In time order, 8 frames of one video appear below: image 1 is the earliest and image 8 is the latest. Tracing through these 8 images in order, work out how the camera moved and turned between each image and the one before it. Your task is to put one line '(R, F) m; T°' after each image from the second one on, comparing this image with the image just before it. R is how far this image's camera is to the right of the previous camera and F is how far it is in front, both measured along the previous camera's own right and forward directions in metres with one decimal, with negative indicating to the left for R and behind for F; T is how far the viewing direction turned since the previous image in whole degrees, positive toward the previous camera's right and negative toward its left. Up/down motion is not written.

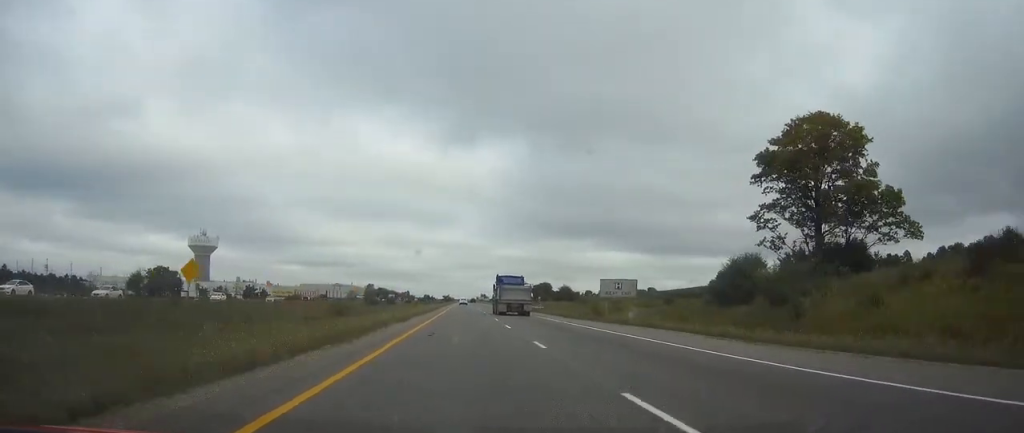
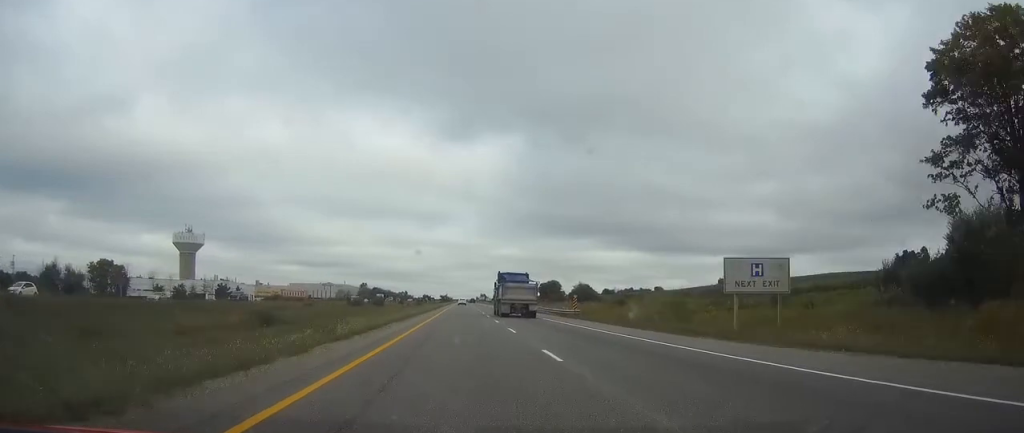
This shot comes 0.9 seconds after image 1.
(0.0, +27.7) m; 0°
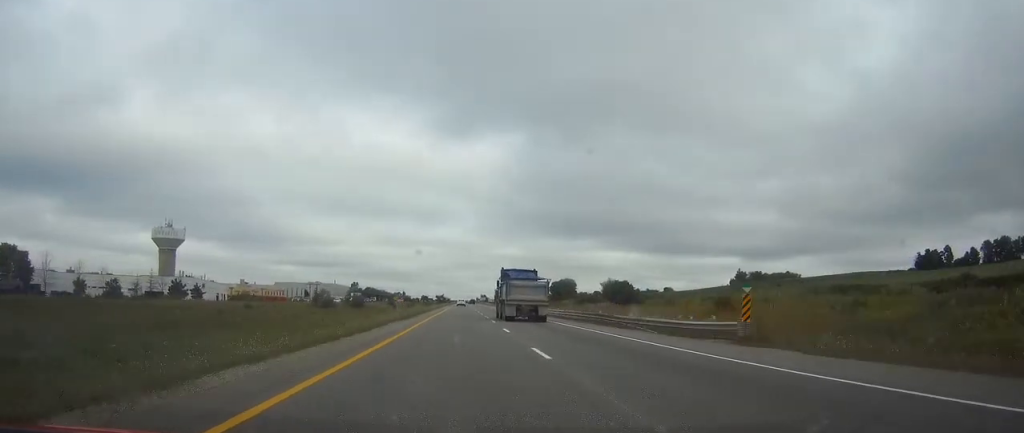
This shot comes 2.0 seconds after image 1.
(+0.1, +35.0) m; 0°
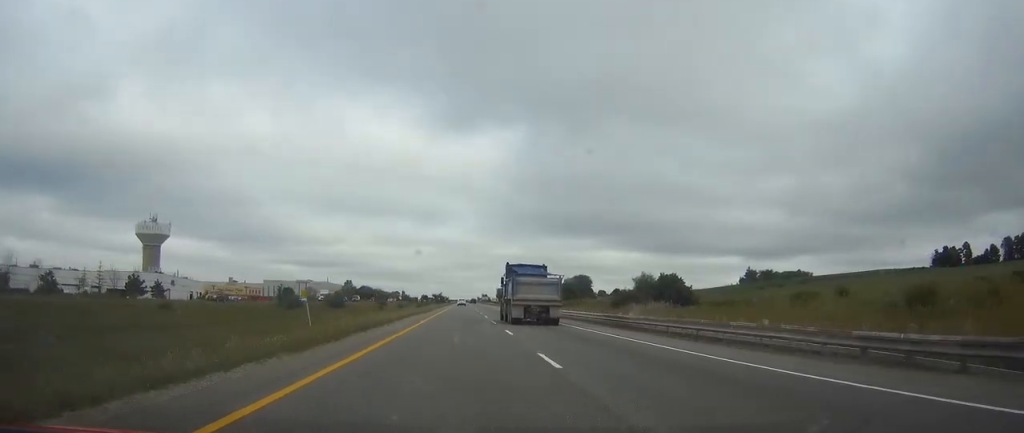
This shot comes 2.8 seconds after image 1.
(-0.1, +25.4) m; 0°
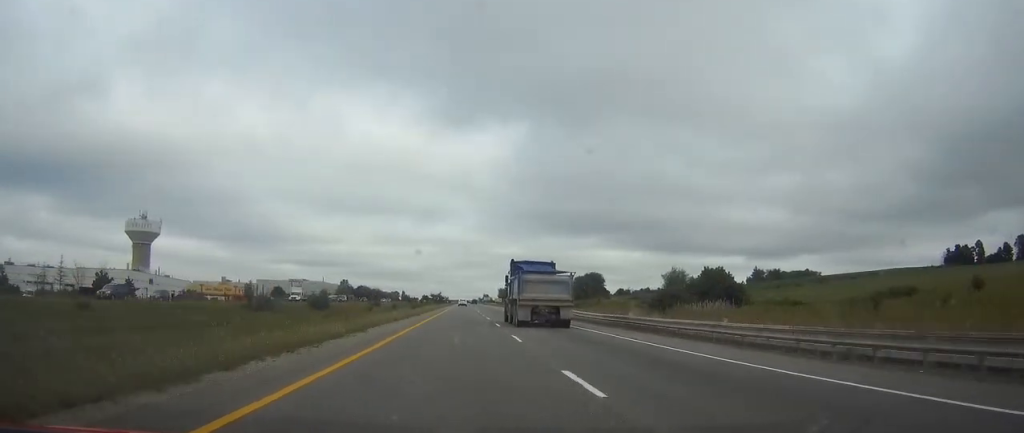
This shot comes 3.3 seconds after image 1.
(0.0, +15.8) m; 0°
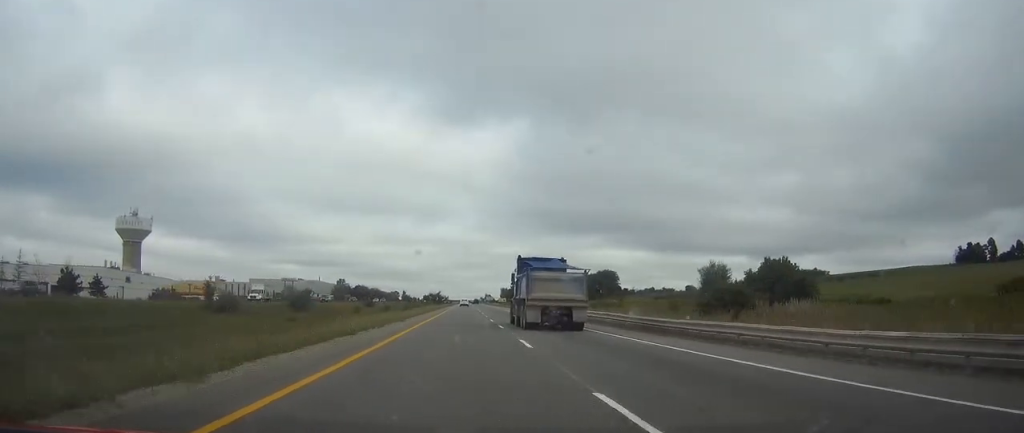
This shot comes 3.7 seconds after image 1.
(+0.1, +14.7) m; 0°
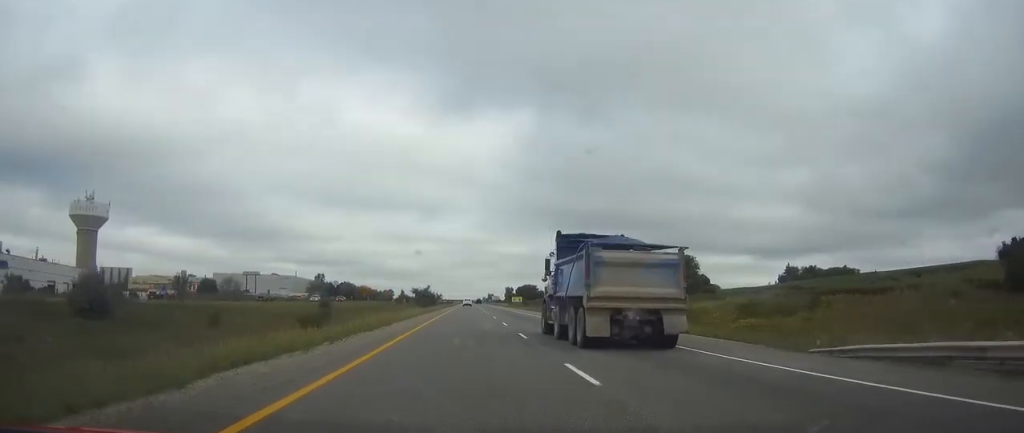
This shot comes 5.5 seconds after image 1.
(-0.1, +55.6) m; 0°
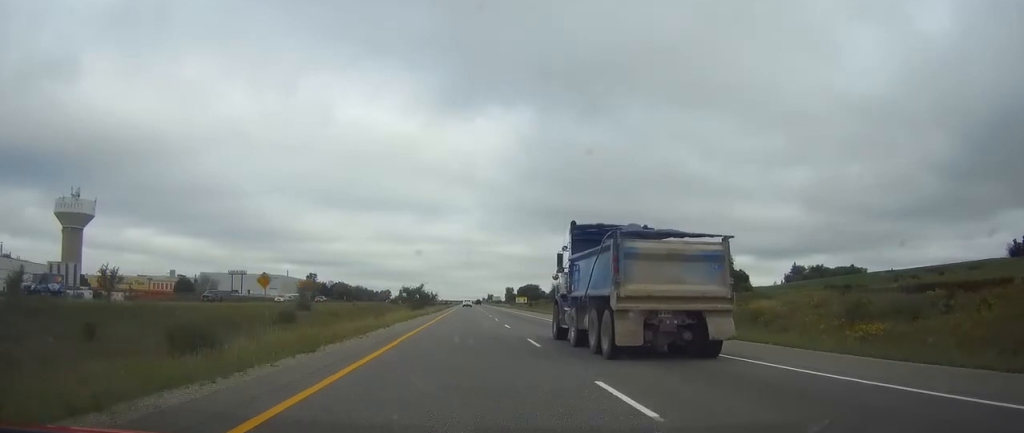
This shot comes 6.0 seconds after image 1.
(0.0, +14.6) m; 0°
